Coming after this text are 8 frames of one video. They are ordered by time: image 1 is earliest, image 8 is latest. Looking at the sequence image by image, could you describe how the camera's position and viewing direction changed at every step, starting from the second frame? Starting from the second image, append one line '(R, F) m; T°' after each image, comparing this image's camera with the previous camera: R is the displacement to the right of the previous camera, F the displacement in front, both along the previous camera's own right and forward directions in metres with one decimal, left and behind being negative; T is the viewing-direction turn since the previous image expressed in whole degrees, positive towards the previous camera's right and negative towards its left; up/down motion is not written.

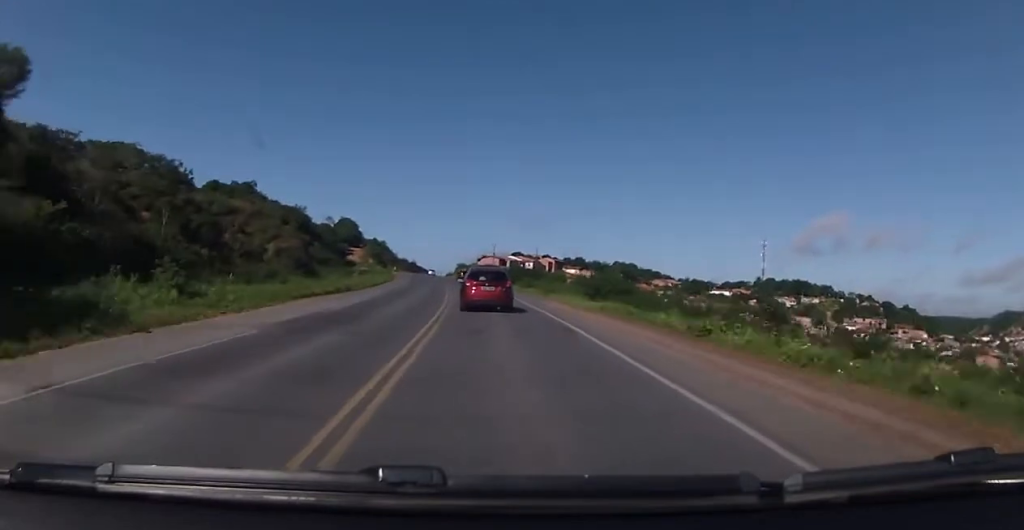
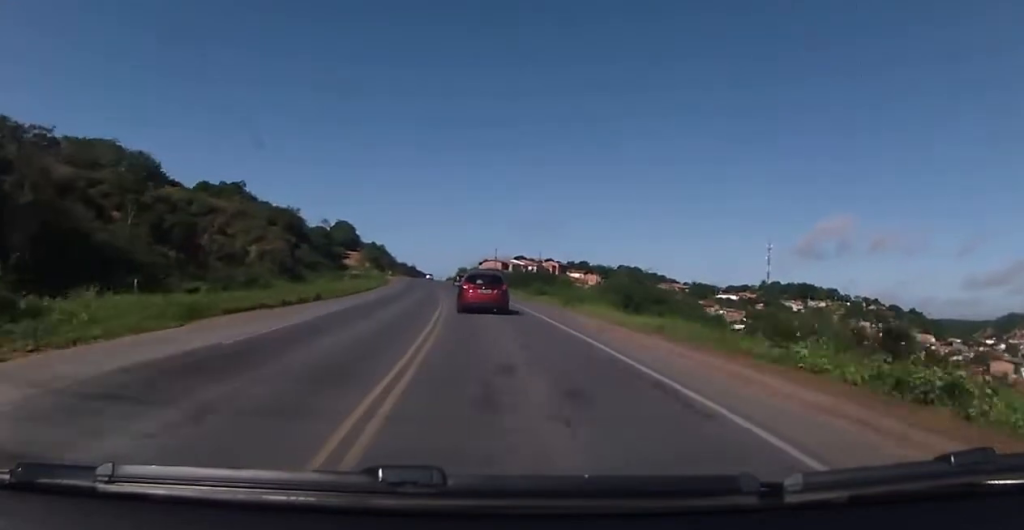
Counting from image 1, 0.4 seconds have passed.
(-0.1, +9.1) m; -1°
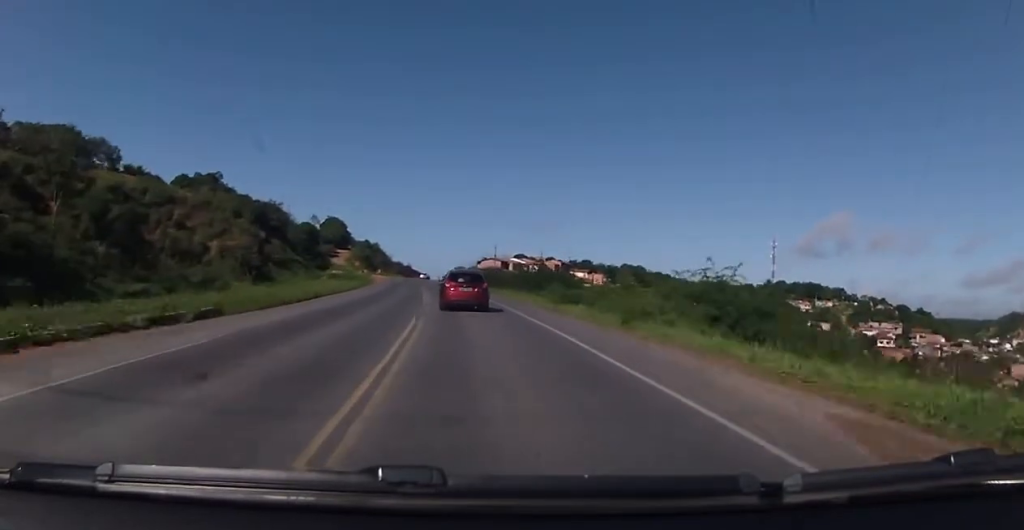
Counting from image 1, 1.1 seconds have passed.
(-0.1, +13.8) m; -1°
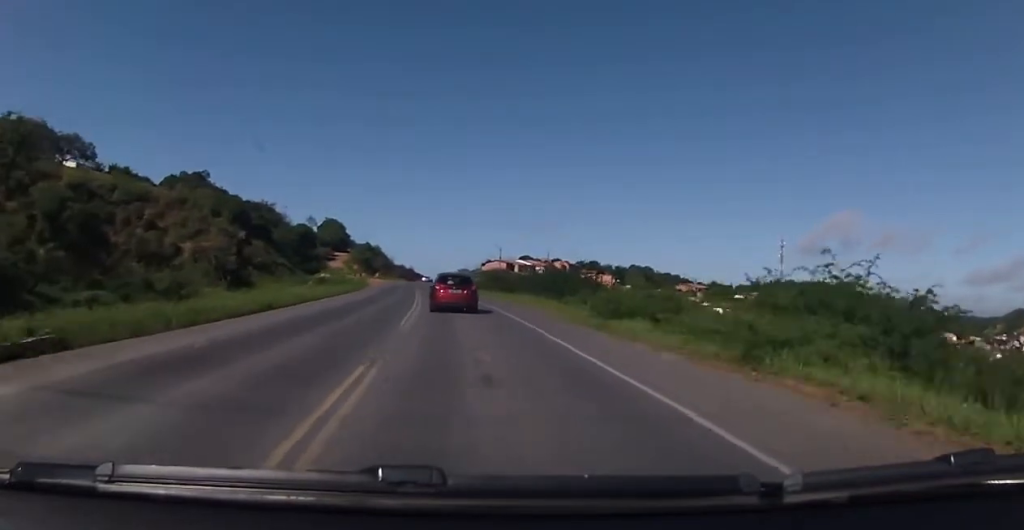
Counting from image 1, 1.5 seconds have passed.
(-0.1, +8.8) m; -1°
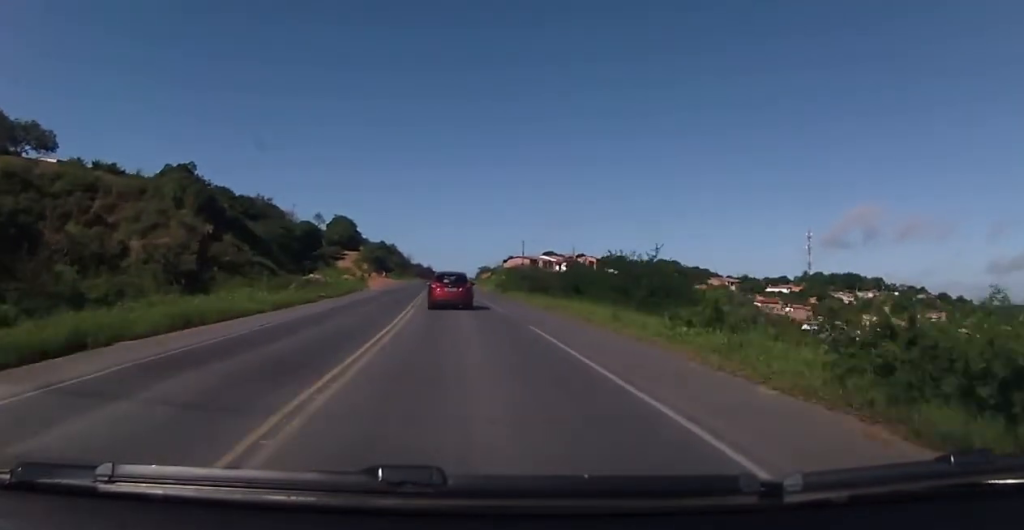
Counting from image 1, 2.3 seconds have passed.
(-0.1, +14.9) m; -1°
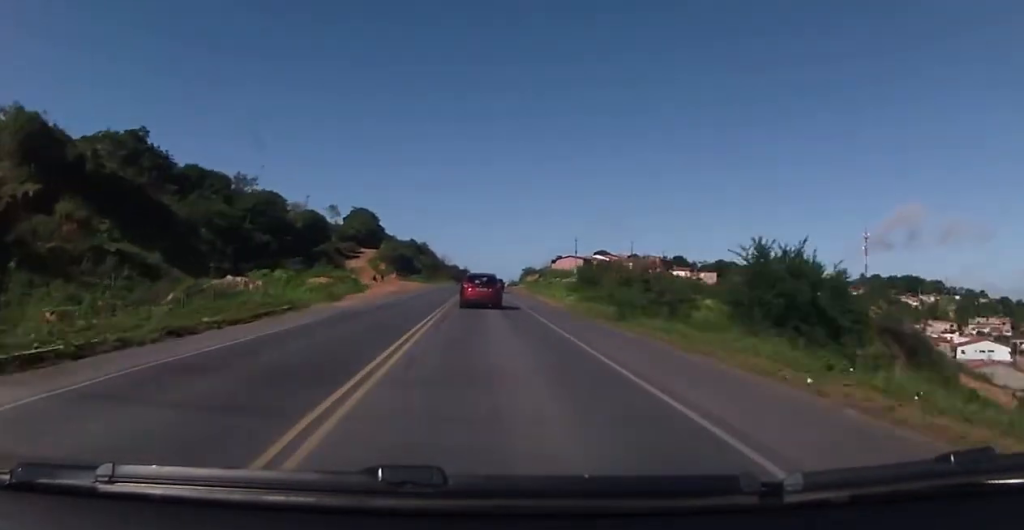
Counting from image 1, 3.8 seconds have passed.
(-0.9, +32.0) m; -3°
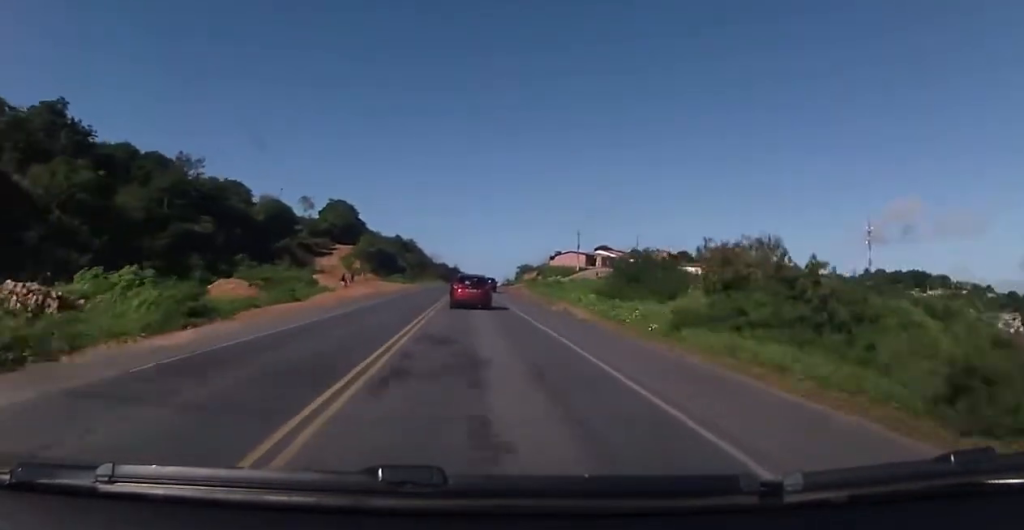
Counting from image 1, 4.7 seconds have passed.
(-0.1, +17.7) m; 0°
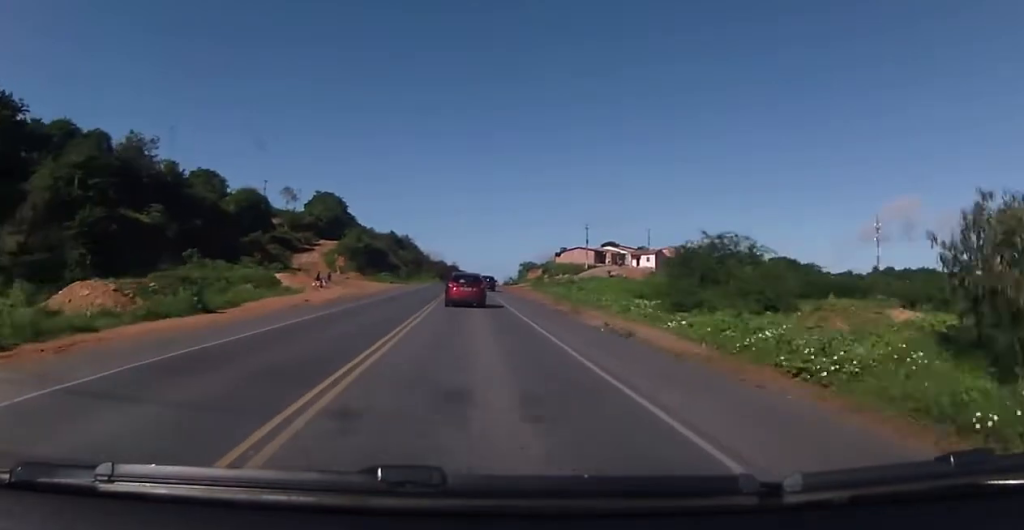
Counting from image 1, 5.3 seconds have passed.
(0.0, +13.0) m; 0°
